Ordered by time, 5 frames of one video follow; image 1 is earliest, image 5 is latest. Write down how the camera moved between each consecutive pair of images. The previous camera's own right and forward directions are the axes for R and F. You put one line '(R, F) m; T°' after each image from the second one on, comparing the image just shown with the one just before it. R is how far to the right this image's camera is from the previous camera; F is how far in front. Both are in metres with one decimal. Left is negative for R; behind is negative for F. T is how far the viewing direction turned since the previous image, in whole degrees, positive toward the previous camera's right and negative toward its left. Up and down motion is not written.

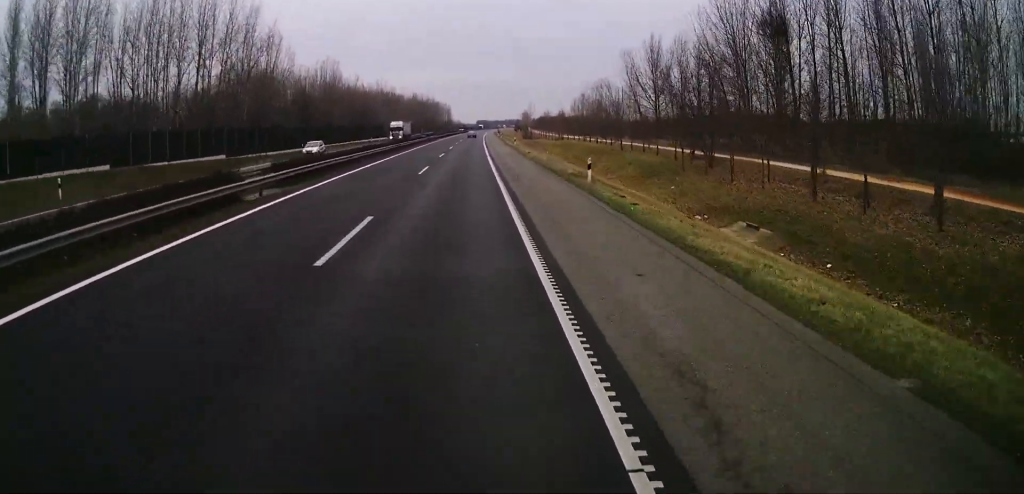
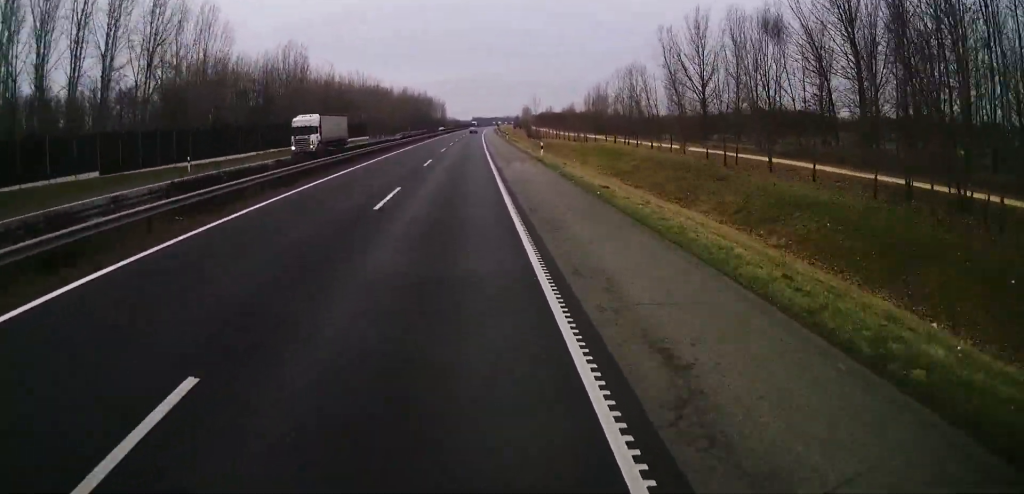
(+0.1, +32.4) m; 0°
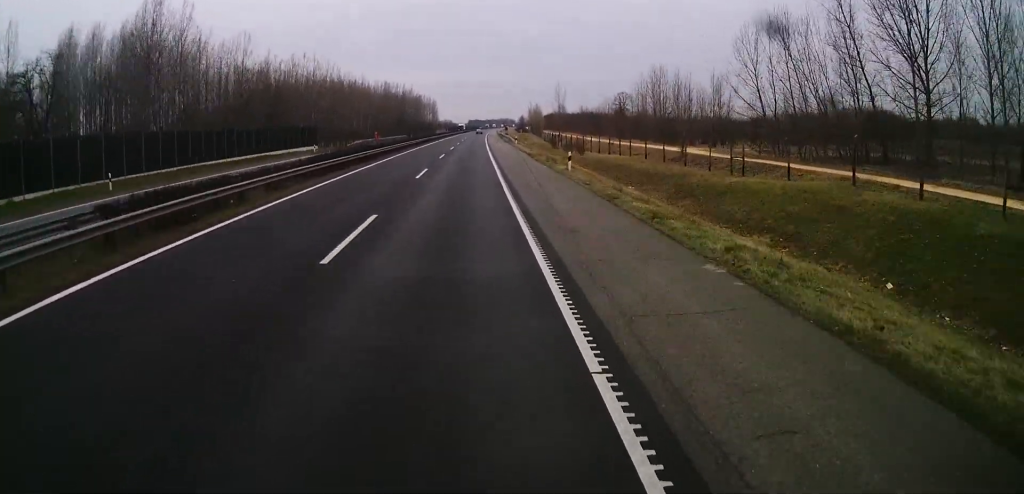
(+0.5, +61.8) m; +1°
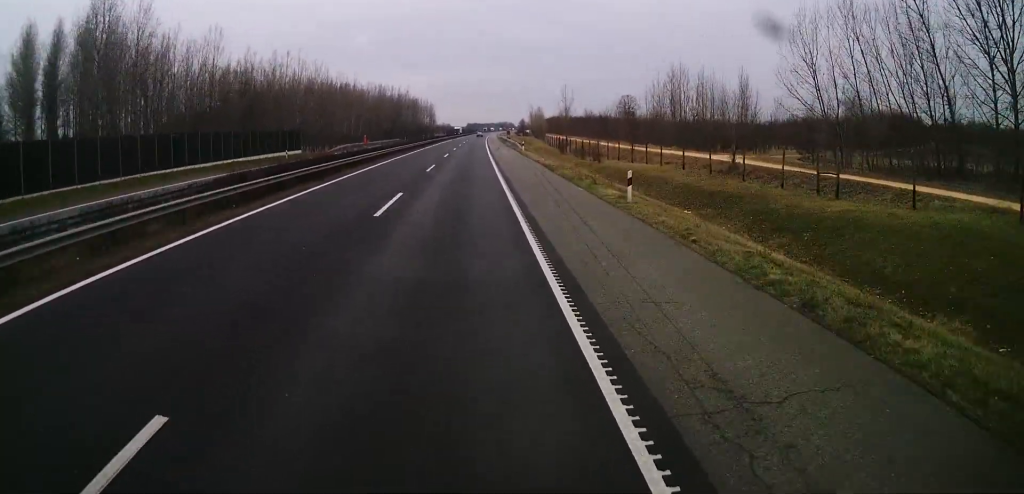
(0.0, +12.3) m; 0°
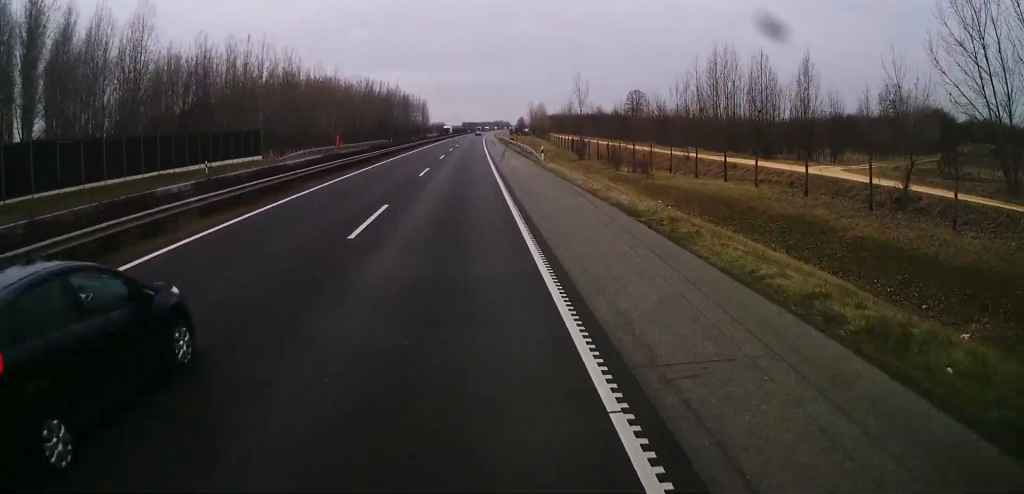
(0.0, +21.5) m; 0°
